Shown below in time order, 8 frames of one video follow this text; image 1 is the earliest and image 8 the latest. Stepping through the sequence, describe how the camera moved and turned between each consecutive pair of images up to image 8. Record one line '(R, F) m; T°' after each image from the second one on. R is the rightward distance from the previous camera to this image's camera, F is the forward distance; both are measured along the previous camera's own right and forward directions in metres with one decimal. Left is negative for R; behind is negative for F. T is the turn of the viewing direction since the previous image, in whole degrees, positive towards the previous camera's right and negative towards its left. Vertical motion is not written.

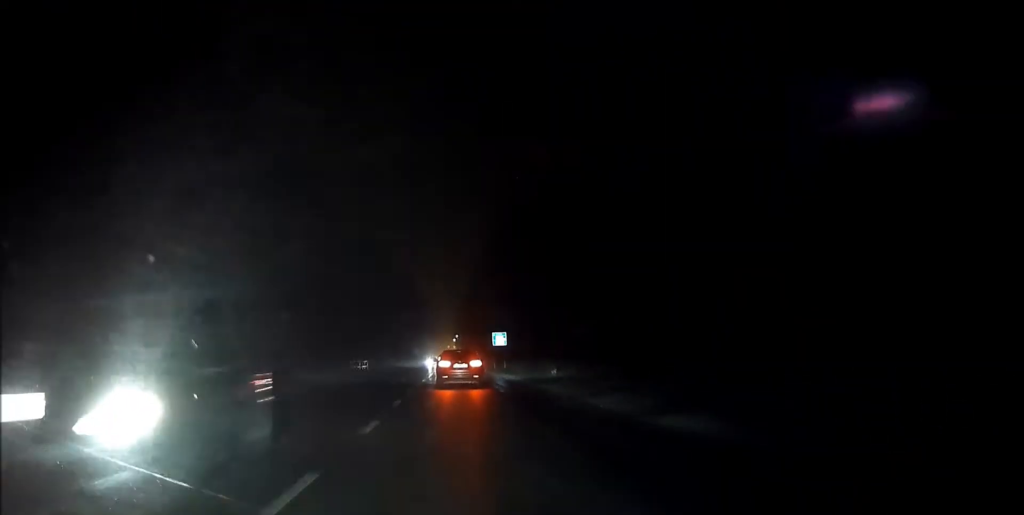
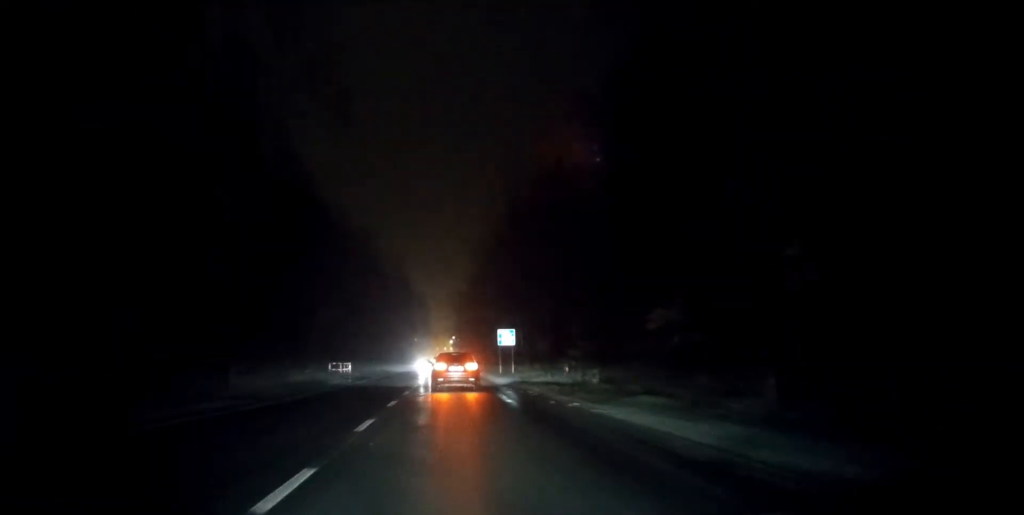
(0.0, +11.9) m; 0°
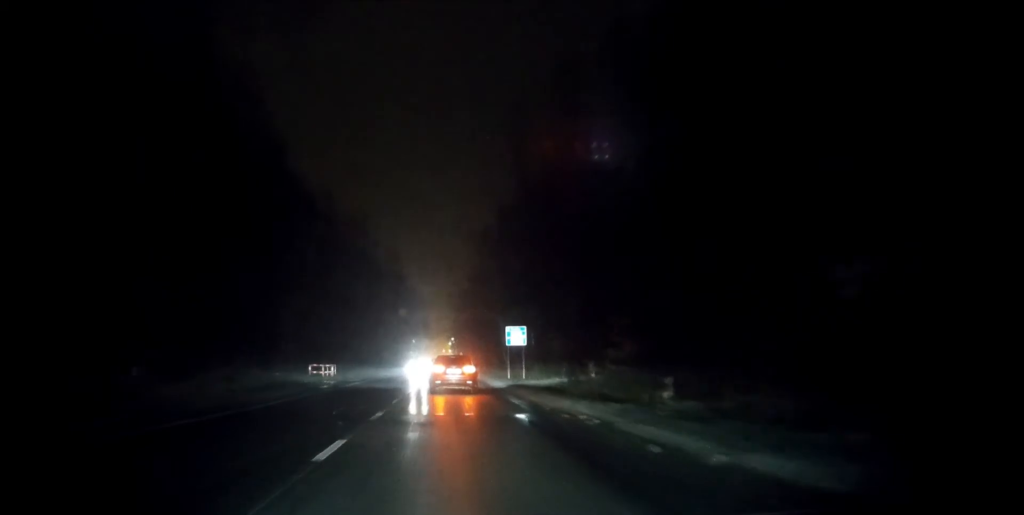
(+0.1, +9.1) m; 0°
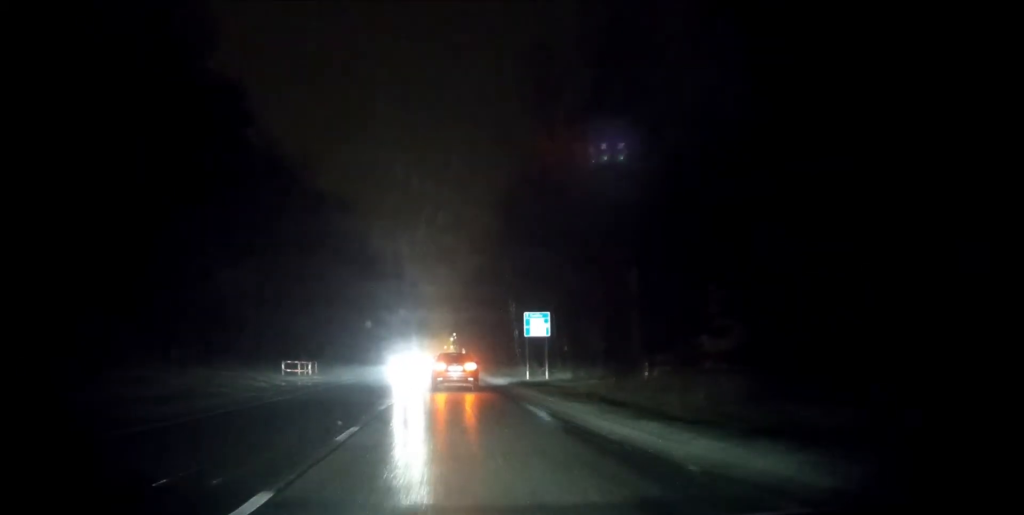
(0.0, +10.3) m; 0°
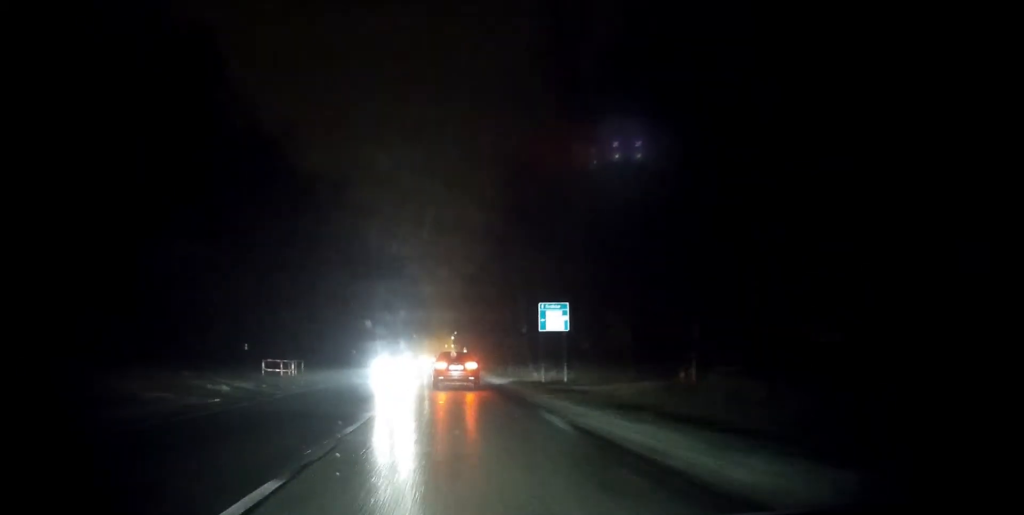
(0.0, +5.5) m; 0°
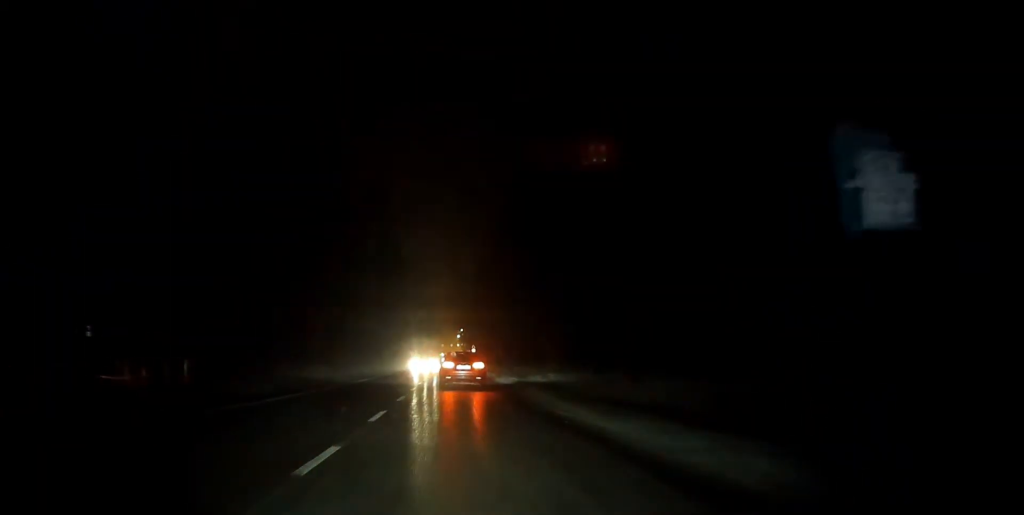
(0.0, +24.0) m; 0°
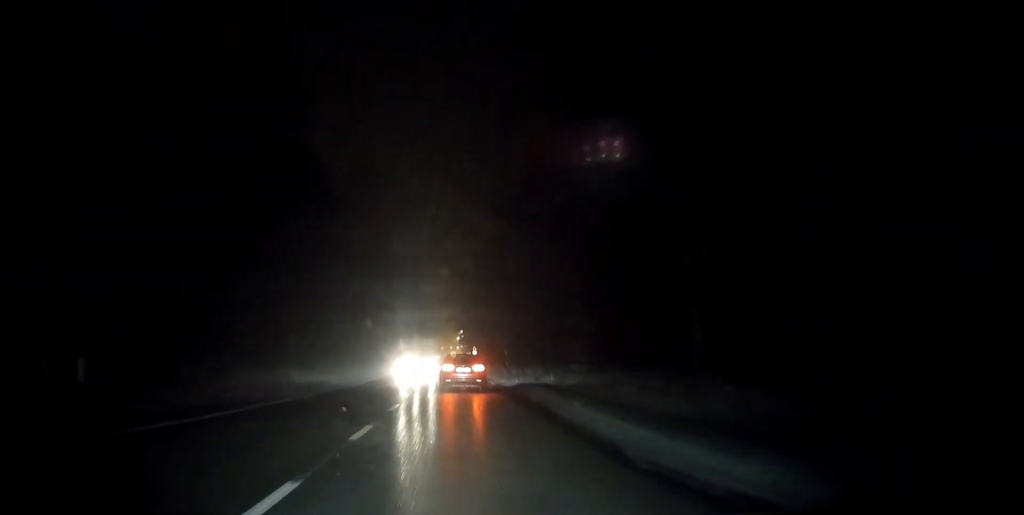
(0.0, +8.7) m; 0°
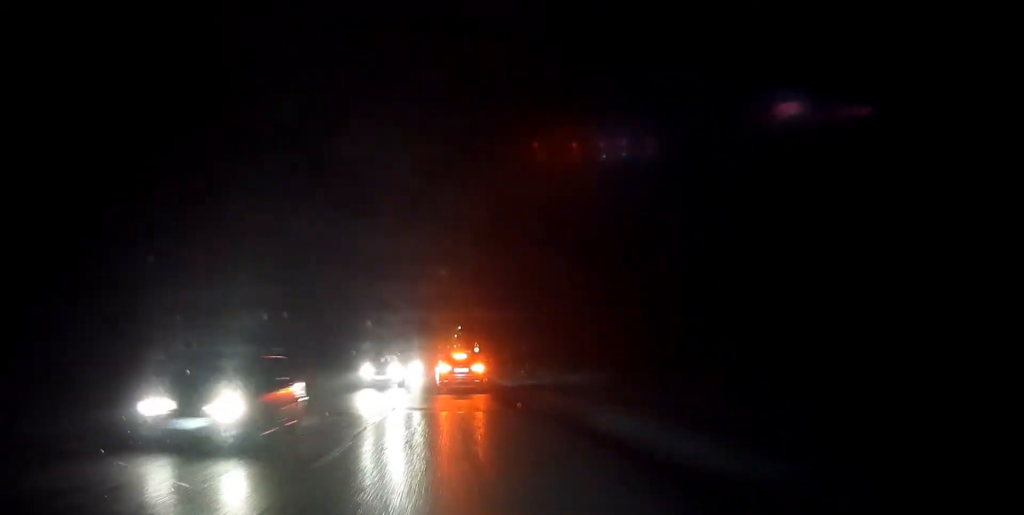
(-0.1, +20.8) m; 0°
